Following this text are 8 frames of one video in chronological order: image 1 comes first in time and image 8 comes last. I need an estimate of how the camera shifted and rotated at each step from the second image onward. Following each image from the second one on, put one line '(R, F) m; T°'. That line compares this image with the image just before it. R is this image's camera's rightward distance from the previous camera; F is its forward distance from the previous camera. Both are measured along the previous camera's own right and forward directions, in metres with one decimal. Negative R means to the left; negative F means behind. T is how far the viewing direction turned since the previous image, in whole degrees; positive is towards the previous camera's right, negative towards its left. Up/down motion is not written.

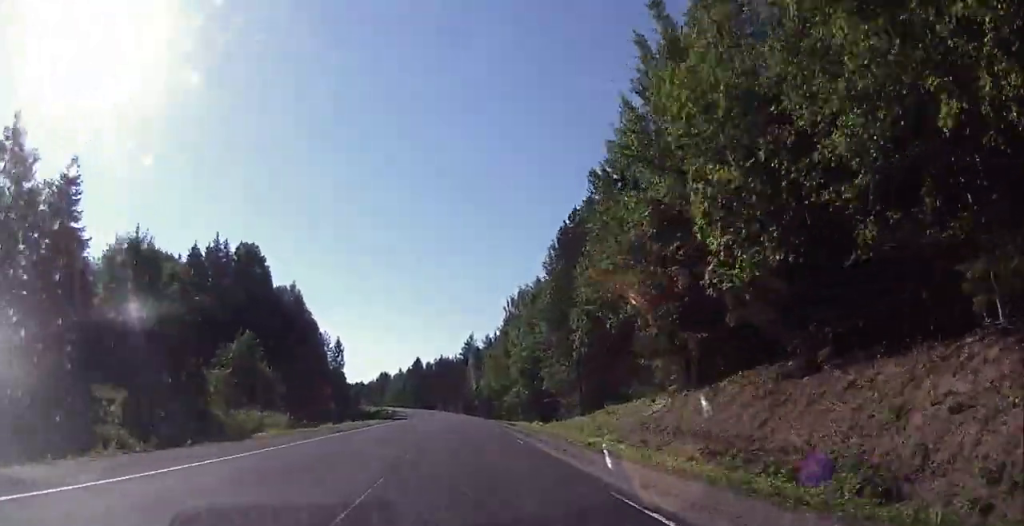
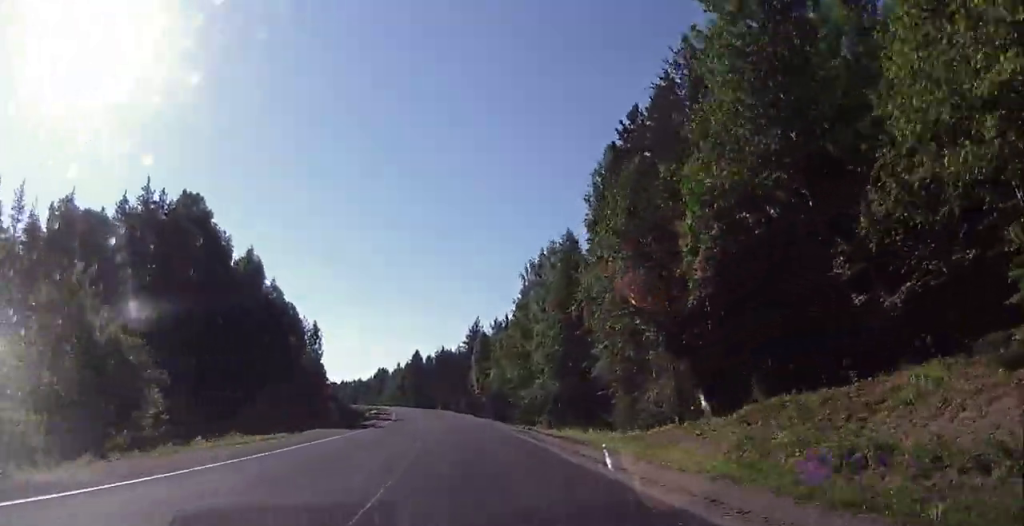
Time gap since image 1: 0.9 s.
(+0.2, +24.4) m; 0°
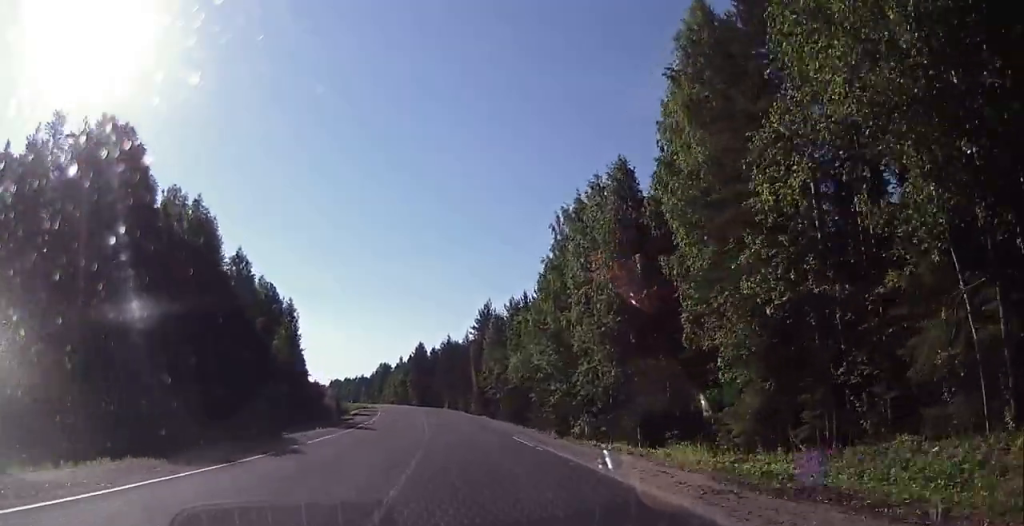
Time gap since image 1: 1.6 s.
(0.0, +20.7) m; 0°
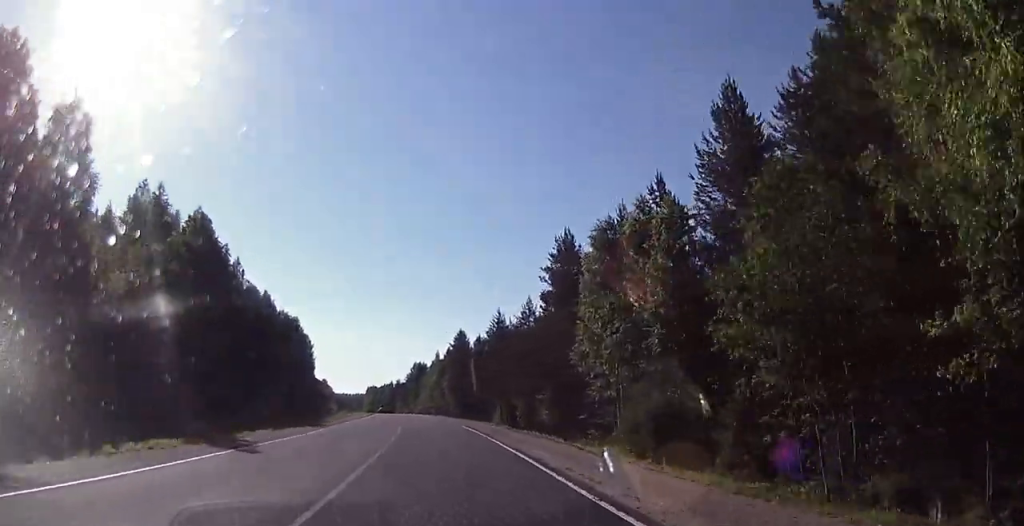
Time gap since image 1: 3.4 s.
(-1.0, +49.6) m; -3°
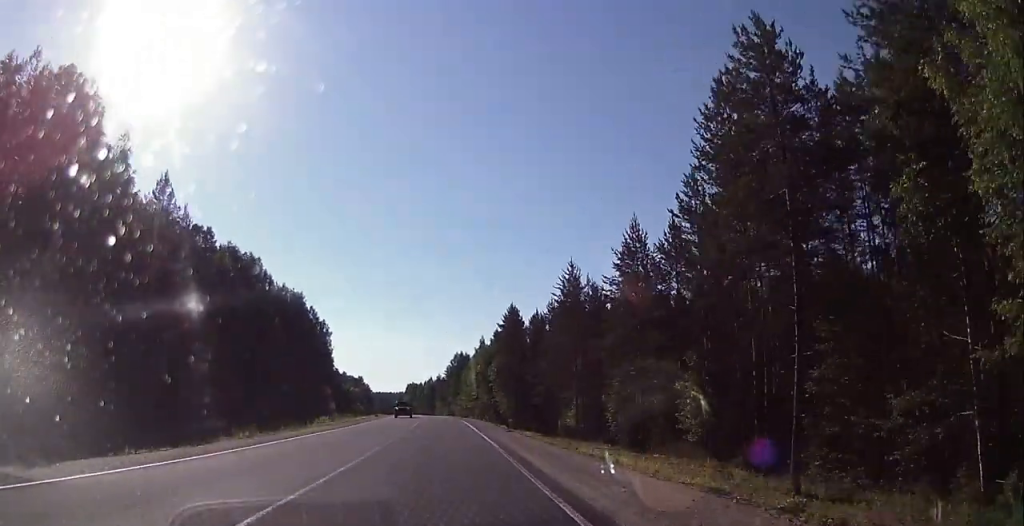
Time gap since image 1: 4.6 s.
(-0.6, +34.4) m; -2°
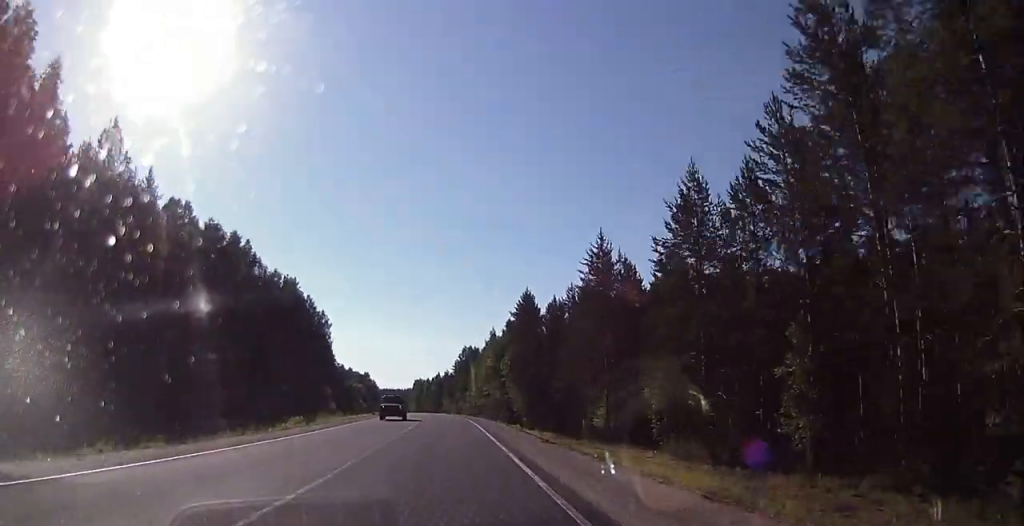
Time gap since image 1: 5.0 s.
(0.0, +11.1) m; -1°
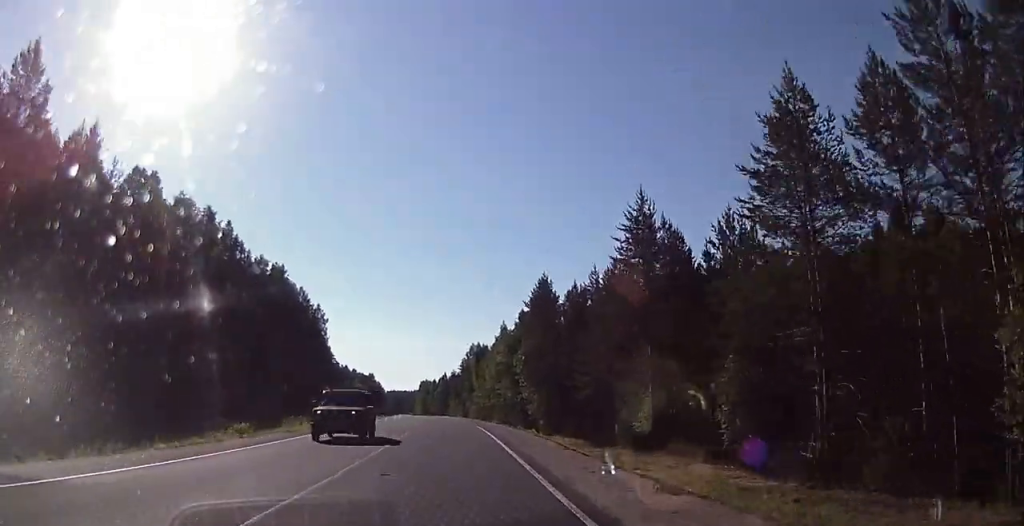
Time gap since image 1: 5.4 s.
(-0.1, +12.0) m; -1°
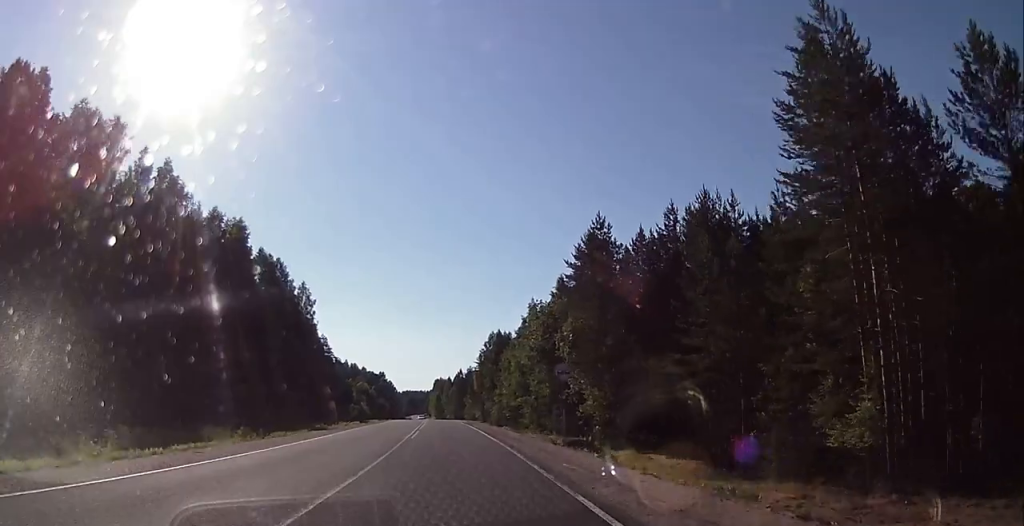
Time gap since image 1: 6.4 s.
(-0.4, +26.0) m; -1°
